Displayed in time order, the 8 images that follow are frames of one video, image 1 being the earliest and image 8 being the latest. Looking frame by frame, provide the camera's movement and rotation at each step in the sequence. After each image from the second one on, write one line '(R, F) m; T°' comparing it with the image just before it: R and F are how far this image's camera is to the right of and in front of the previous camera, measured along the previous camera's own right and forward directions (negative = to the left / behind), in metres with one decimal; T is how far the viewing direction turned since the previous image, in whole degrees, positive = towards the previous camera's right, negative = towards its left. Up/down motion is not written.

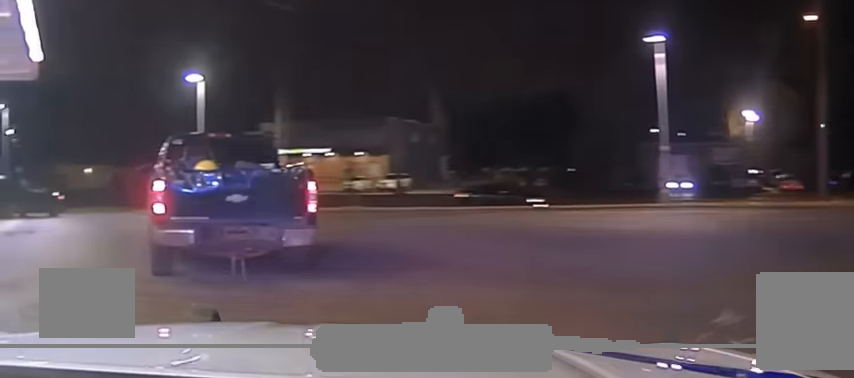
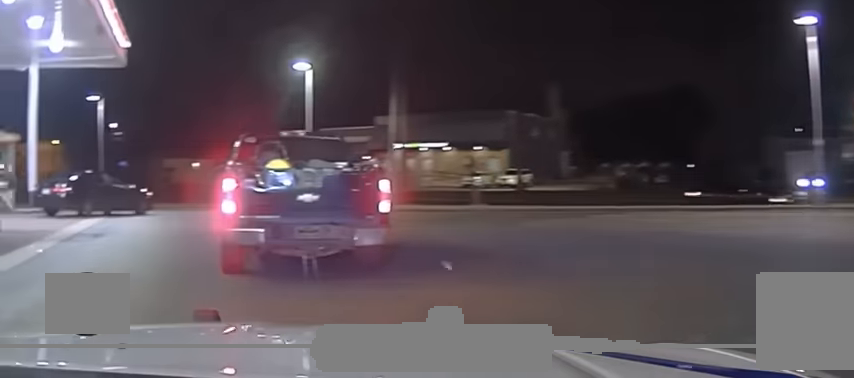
(-0.1, +2.7) m; -8°
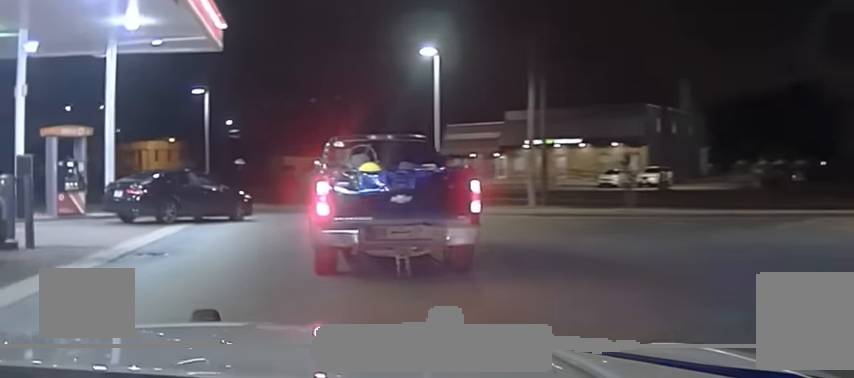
(-0.4, +4.6) m; -8°
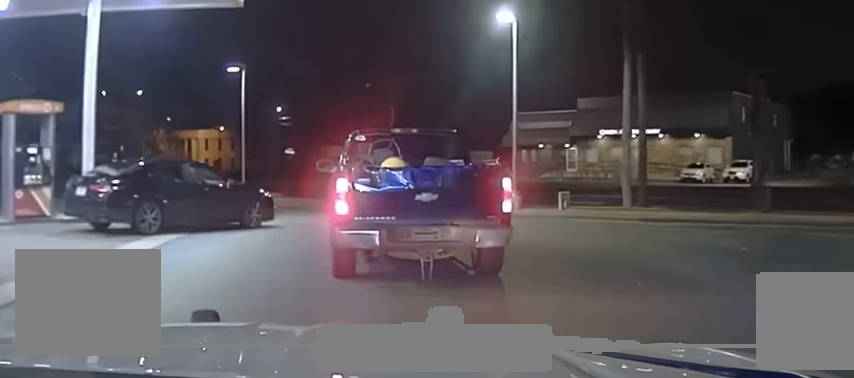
(-0.5, +5.9) m; -6°
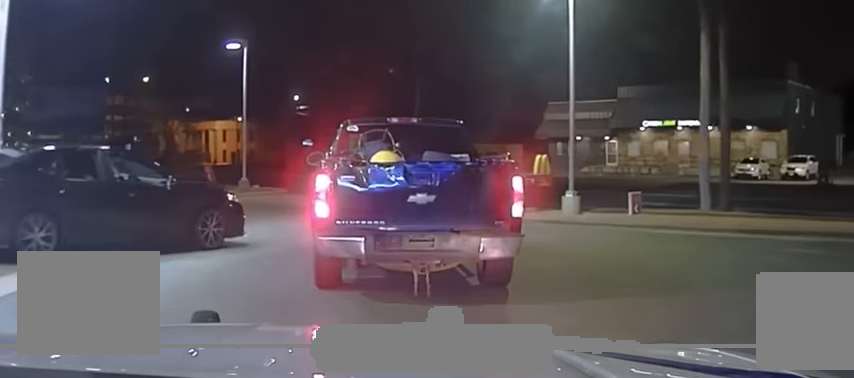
(-0.1, +5.7) m; -4°
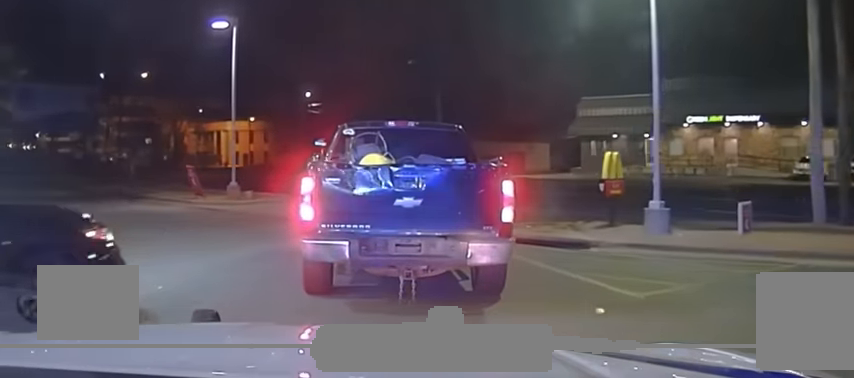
(-0.4, +6.7) m; -3°
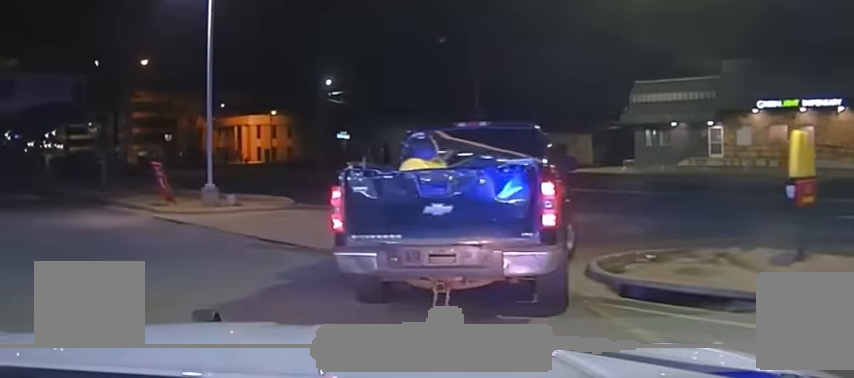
(+0.2, +7.6) m; +2°
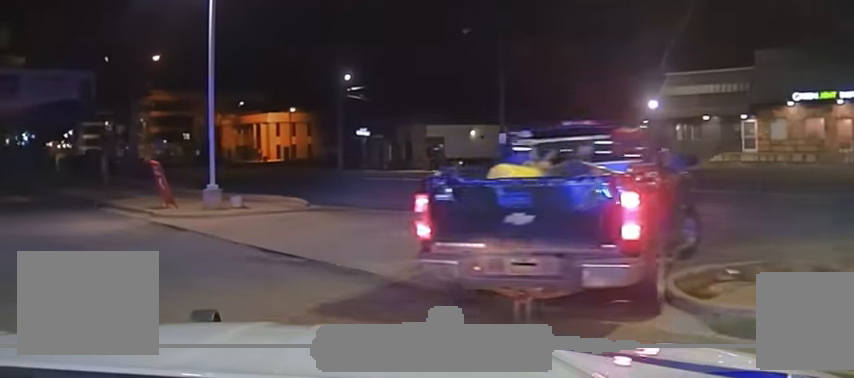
(+0.1, +2.0) m; -2°
